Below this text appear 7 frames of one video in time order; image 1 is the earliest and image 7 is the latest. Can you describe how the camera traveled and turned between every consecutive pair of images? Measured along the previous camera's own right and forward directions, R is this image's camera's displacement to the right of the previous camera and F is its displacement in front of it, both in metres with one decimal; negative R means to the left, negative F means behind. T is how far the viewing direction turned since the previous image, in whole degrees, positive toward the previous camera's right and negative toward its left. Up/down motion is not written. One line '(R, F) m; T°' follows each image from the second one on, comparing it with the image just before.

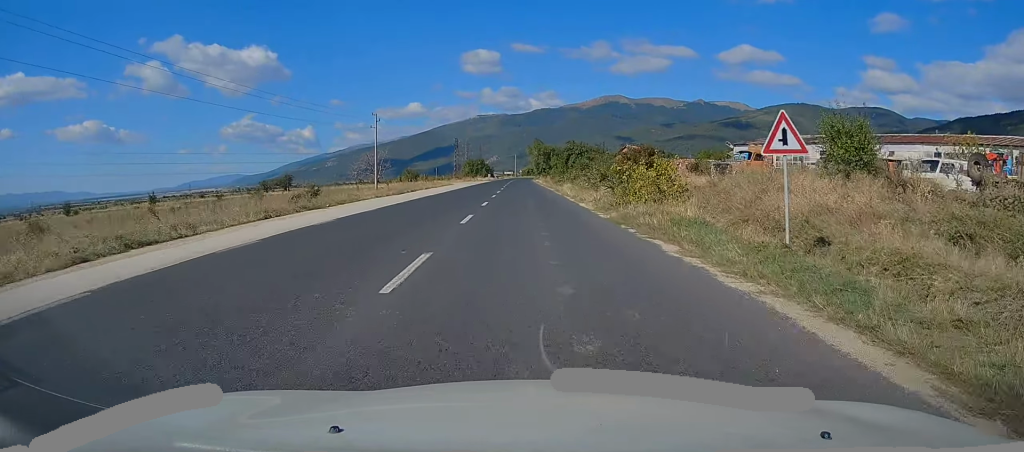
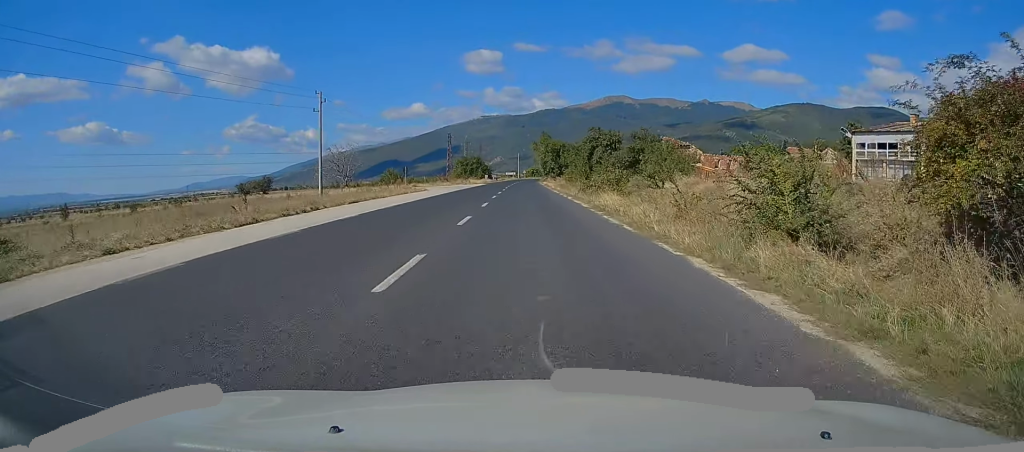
(-0.4, +26.4) m; -1°
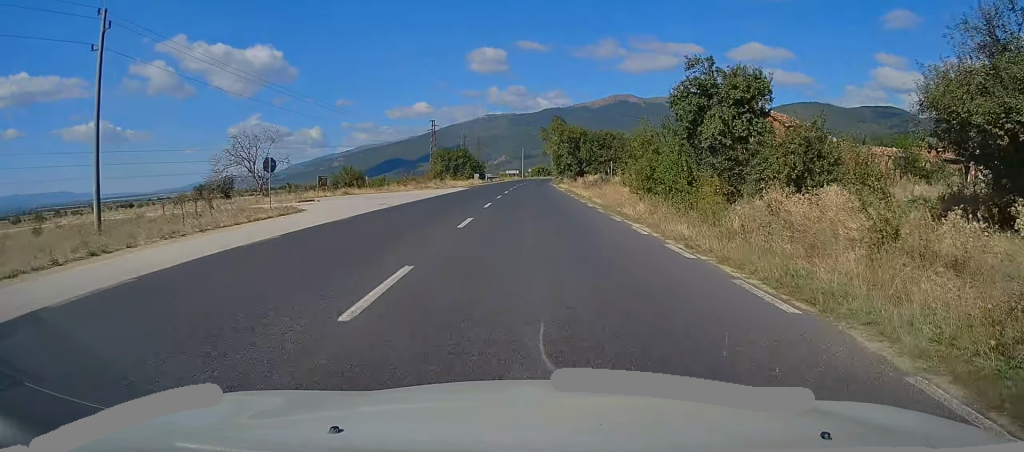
(+0.2, +36.6) m; -1°
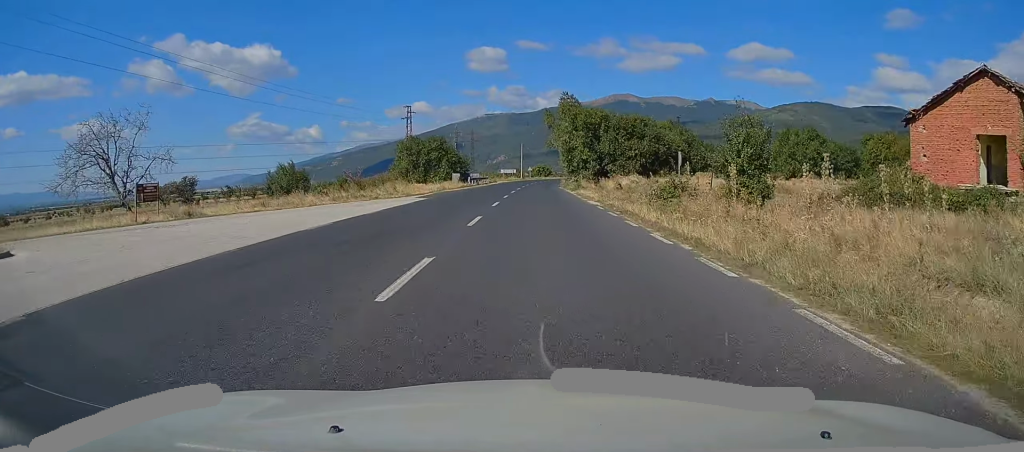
(-0.3, +25.8) m; 0°
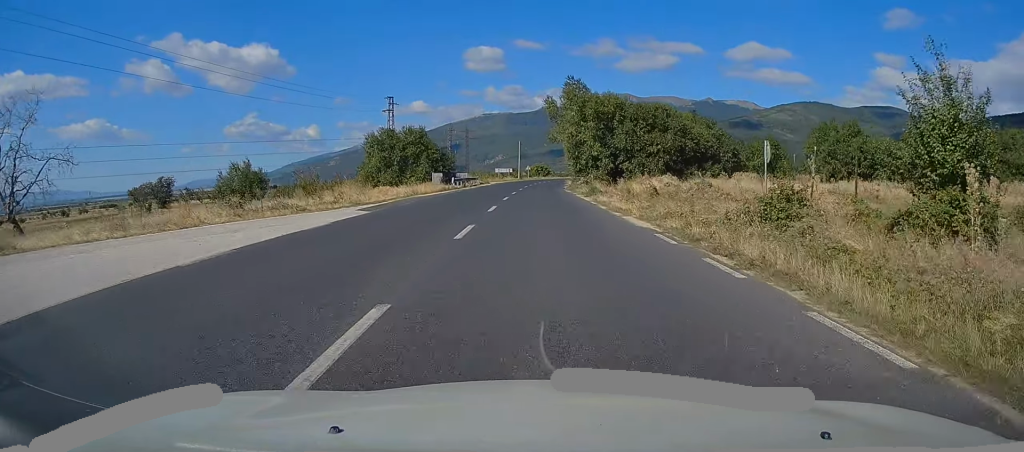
(+0.1, +12.1) m; +1°
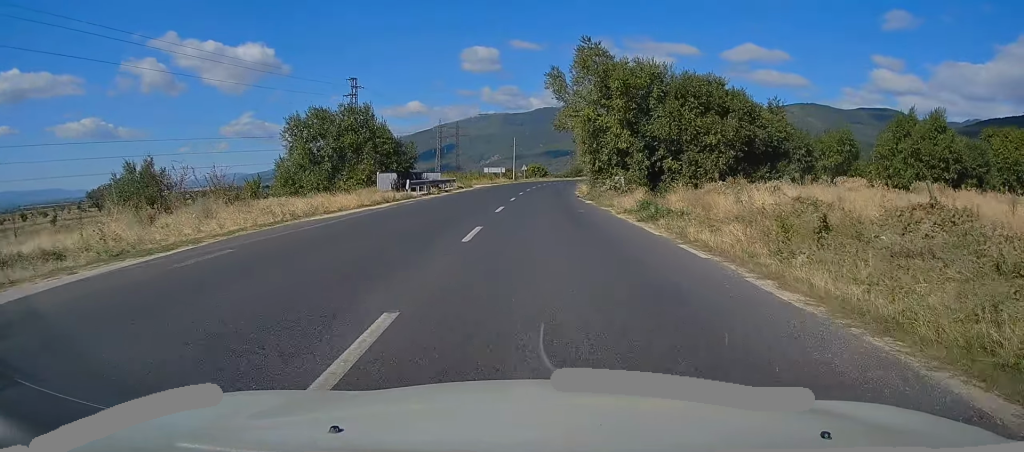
(+0.2, +17.7) m; +1°
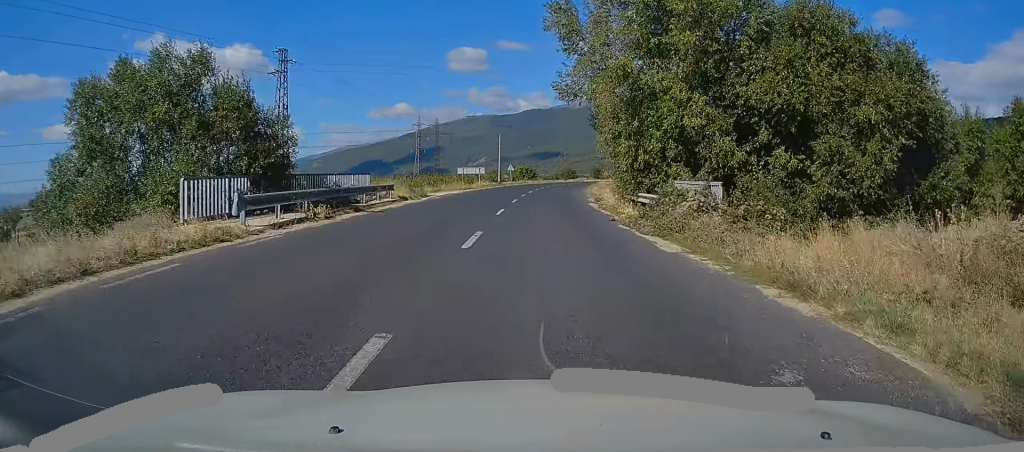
(+0.1, +18.5) m; 0°
